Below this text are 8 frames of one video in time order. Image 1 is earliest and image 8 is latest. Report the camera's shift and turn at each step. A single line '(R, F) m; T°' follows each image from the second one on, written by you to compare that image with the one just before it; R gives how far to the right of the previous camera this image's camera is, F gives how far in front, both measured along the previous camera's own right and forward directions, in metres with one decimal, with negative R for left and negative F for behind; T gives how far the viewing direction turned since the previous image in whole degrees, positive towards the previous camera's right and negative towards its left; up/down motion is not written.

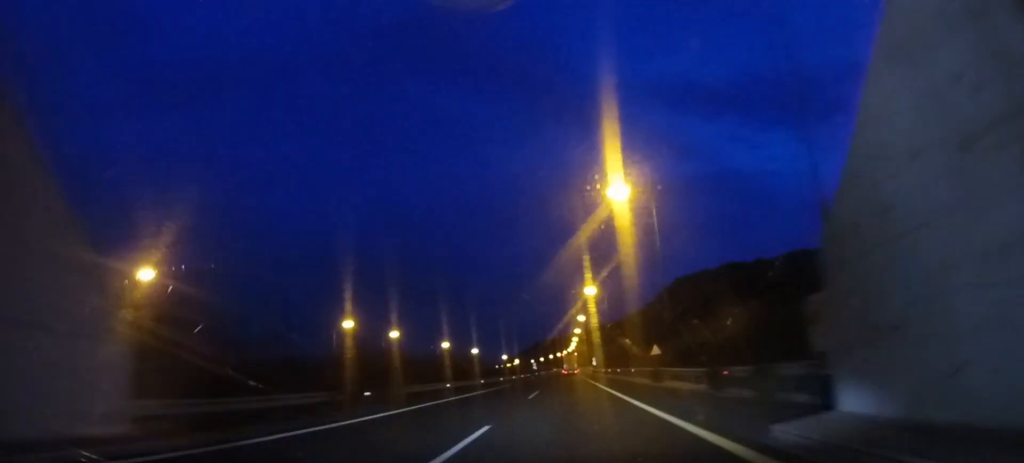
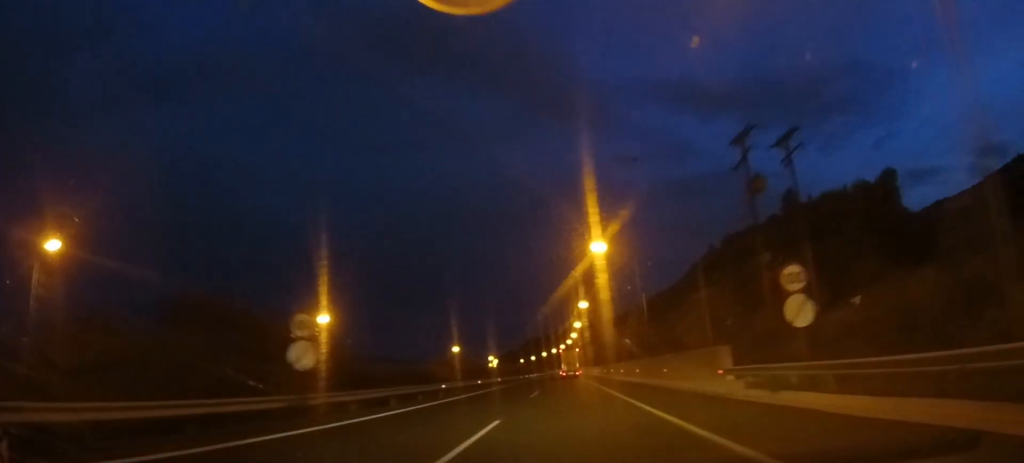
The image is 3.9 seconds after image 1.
(+5.2, +106.3) m; +5°
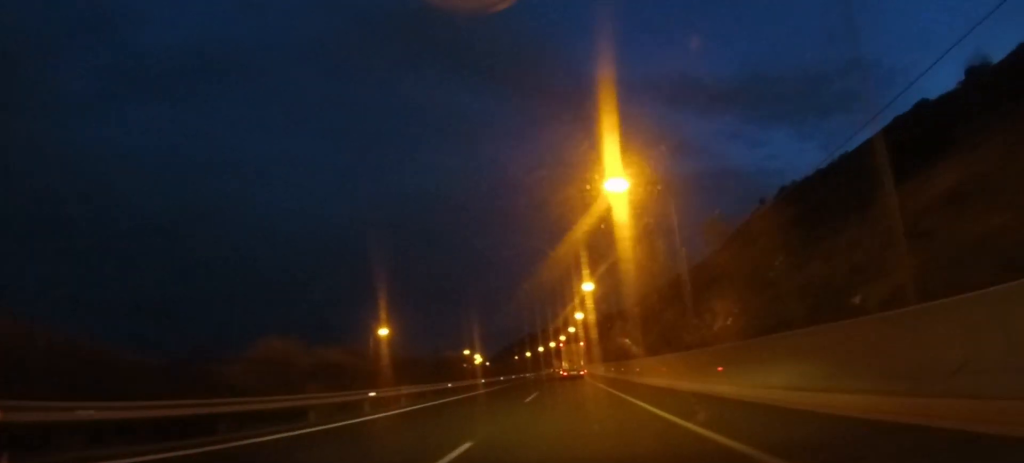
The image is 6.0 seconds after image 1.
(+0.5, +57.2) m; -1°
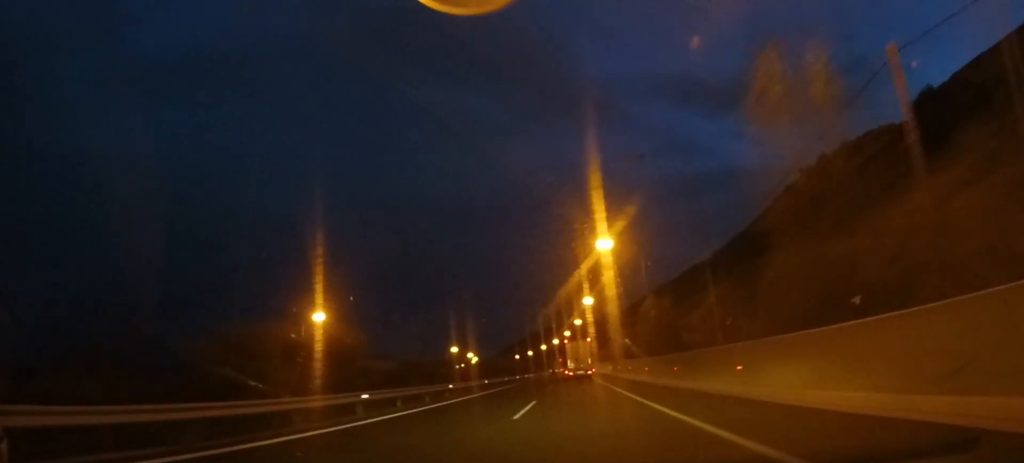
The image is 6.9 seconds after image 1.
(-0.2, +25.3) m; -1°
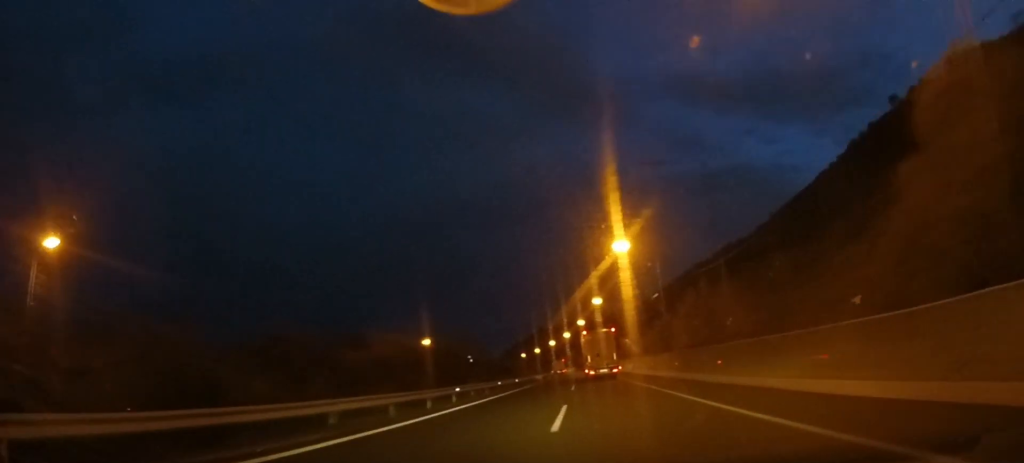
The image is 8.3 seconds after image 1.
(-0.9, +39.3) m; -1°
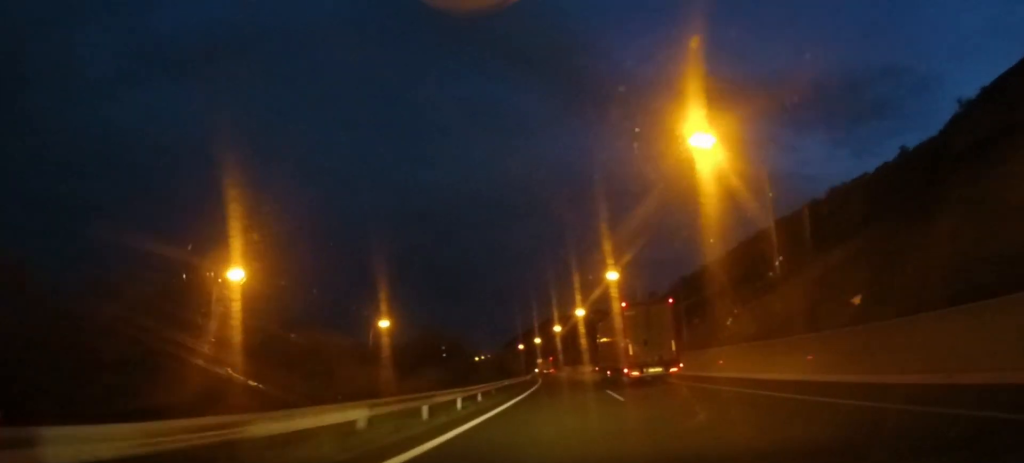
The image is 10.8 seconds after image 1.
(0.0, +66.6) m; -1°
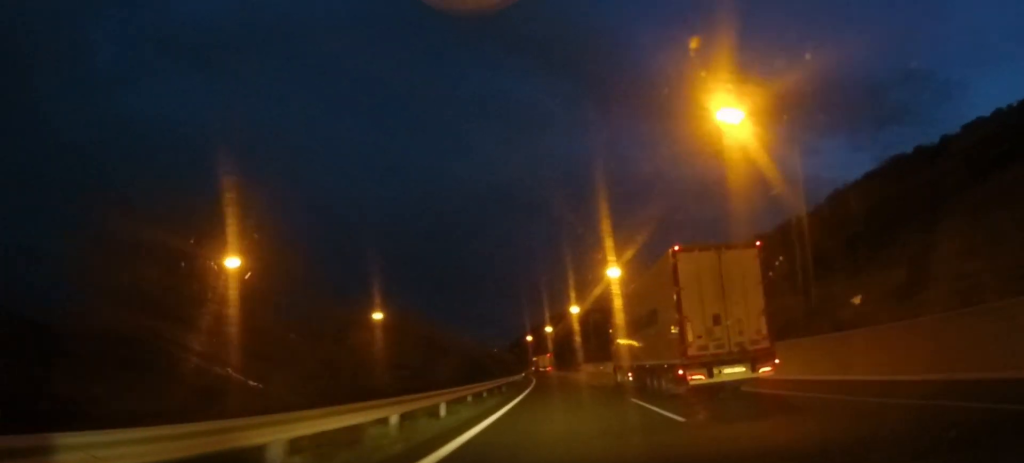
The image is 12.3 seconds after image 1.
(-0.7, +43.4) m; -1°
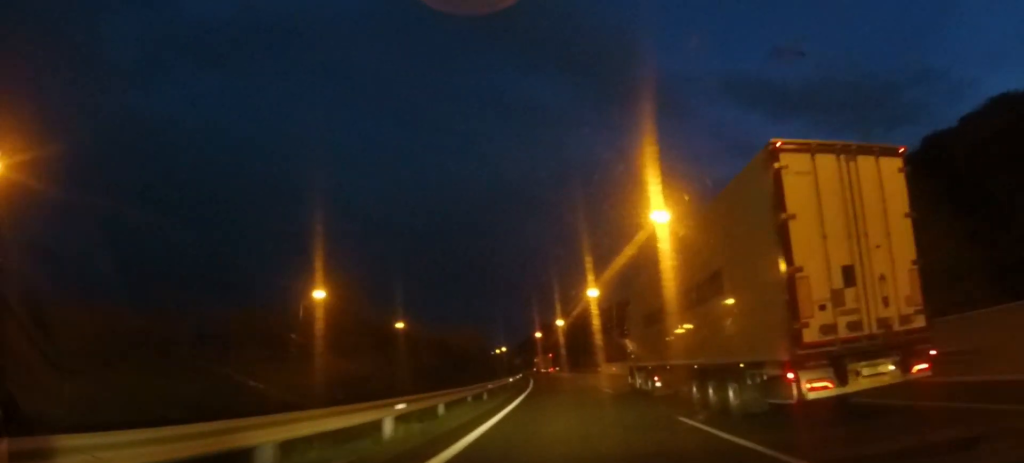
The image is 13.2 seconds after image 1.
(-0.2, +25.0) m; -2°
